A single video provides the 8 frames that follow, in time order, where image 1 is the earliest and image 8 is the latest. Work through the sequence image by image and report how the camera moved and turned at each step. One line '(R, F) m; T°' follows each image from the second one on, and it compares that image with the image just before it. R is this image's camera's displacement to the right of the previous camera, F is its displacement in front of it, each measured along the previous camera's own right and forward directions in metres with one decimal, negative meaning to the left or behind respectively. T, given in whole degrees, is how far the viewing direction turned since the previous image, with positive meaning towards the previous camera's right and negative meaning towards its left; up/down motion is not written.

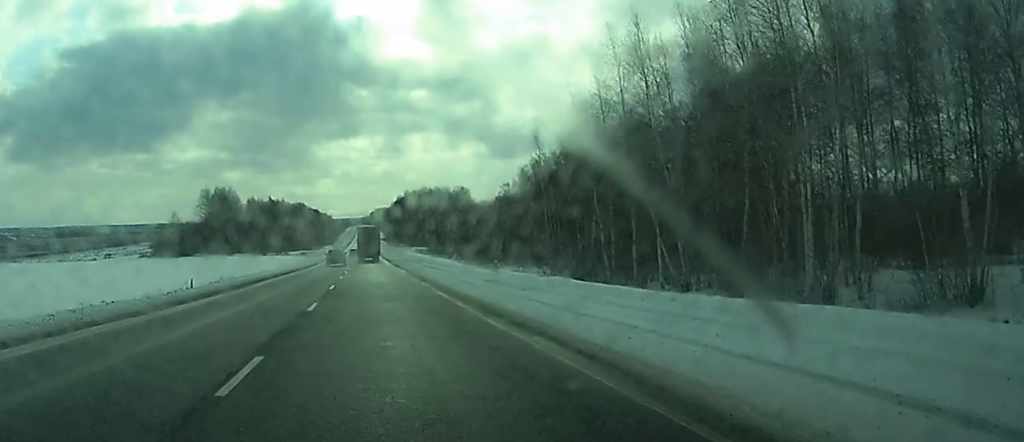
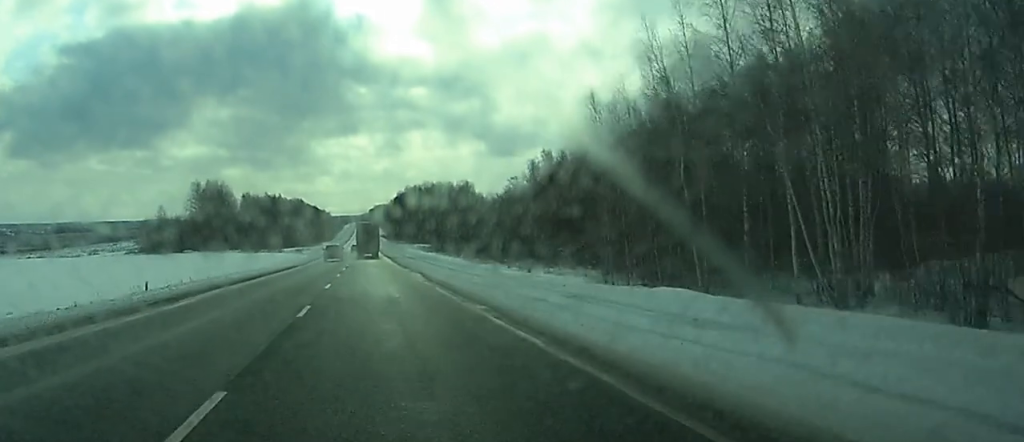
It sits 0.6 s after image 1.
(+0.1, +16.7) m; 0°
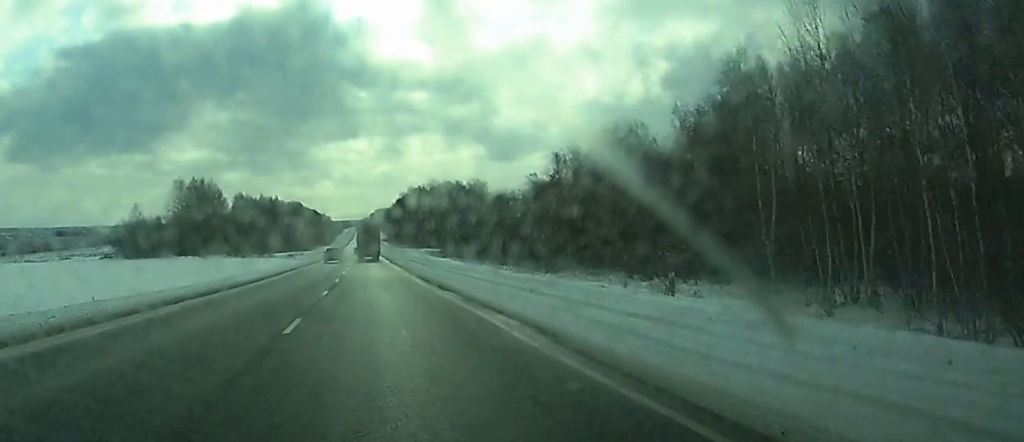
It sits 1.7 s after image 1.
(-0.4, +27.4) m; 0°
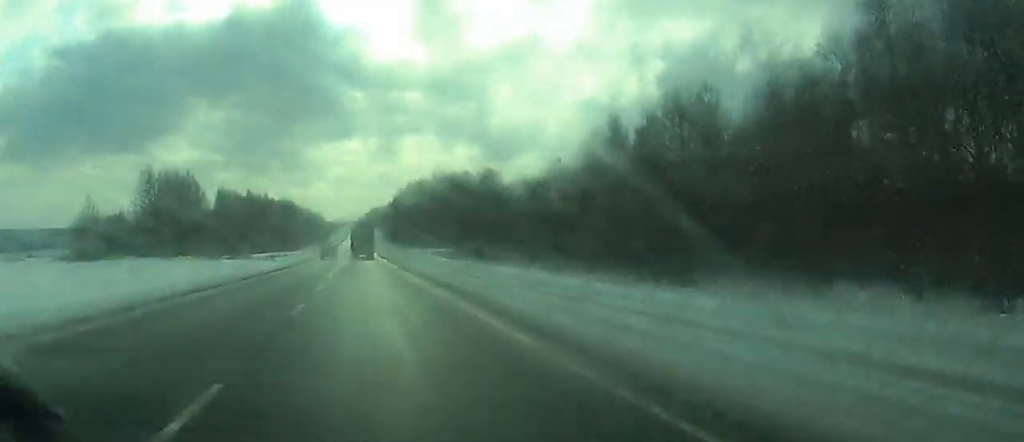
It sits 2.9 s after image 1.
(+0.2, +34.5) m; 0°
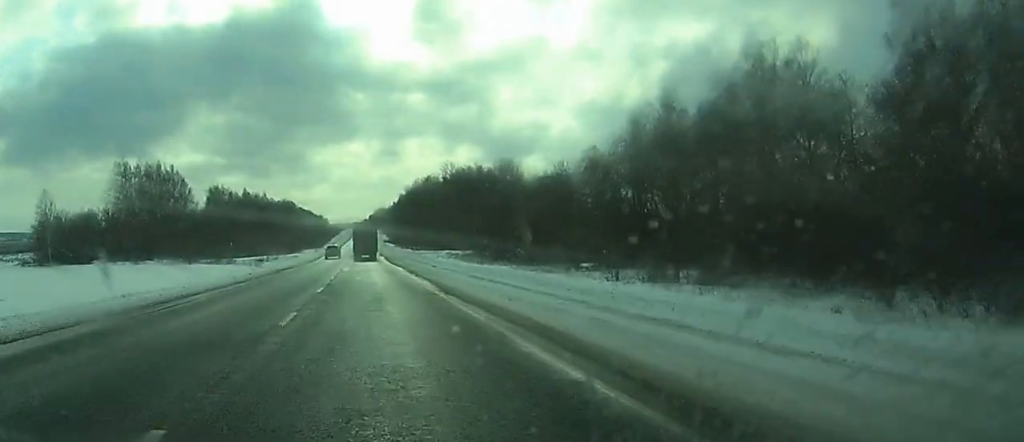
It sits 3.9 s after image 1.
(-0.1, +28.2) m; 0°
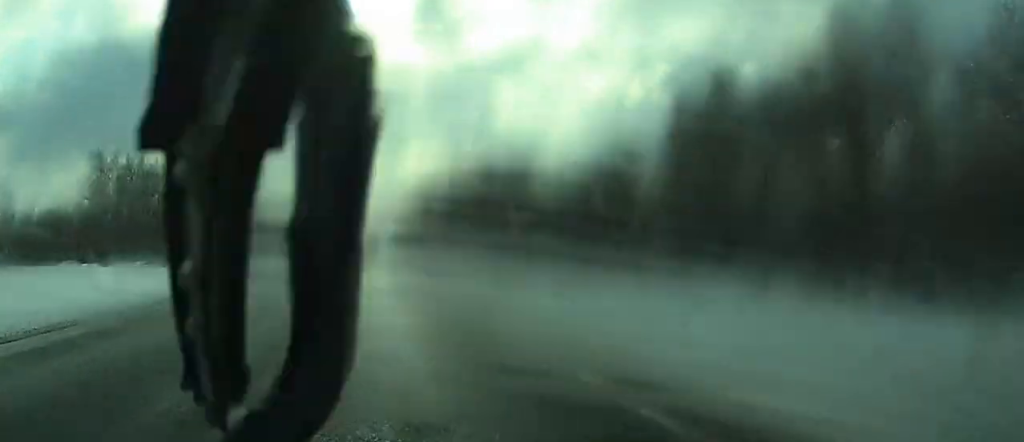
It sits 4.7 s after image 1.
(0.0, +21.0) m; 0°
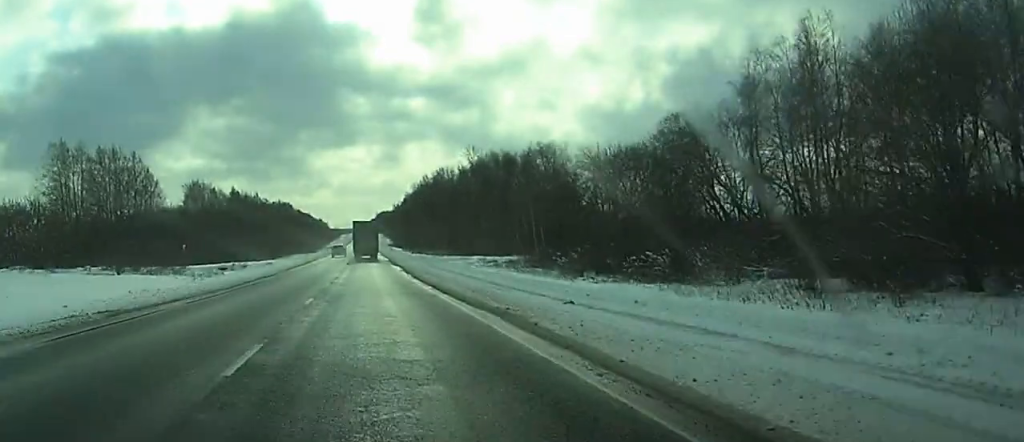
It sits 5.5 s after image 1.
(0.0, +25.5) m; 0°
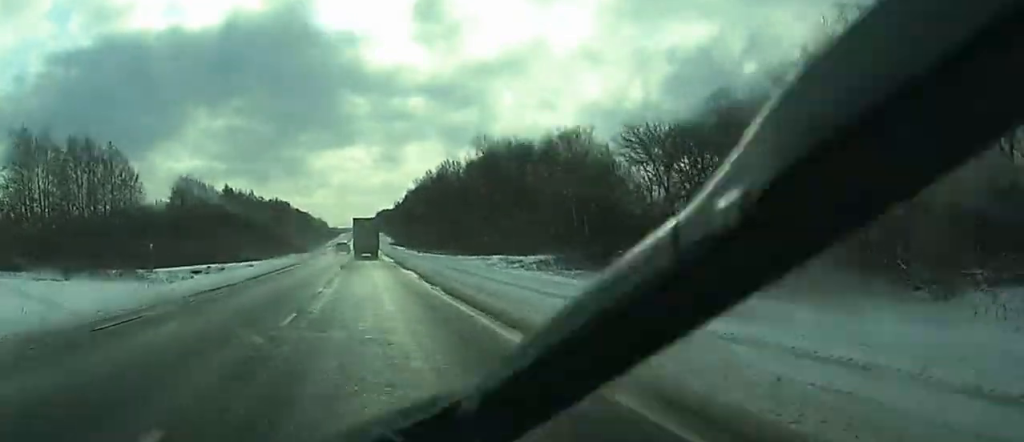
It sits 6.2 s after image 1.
(0.0, +20.0) m; 0°
